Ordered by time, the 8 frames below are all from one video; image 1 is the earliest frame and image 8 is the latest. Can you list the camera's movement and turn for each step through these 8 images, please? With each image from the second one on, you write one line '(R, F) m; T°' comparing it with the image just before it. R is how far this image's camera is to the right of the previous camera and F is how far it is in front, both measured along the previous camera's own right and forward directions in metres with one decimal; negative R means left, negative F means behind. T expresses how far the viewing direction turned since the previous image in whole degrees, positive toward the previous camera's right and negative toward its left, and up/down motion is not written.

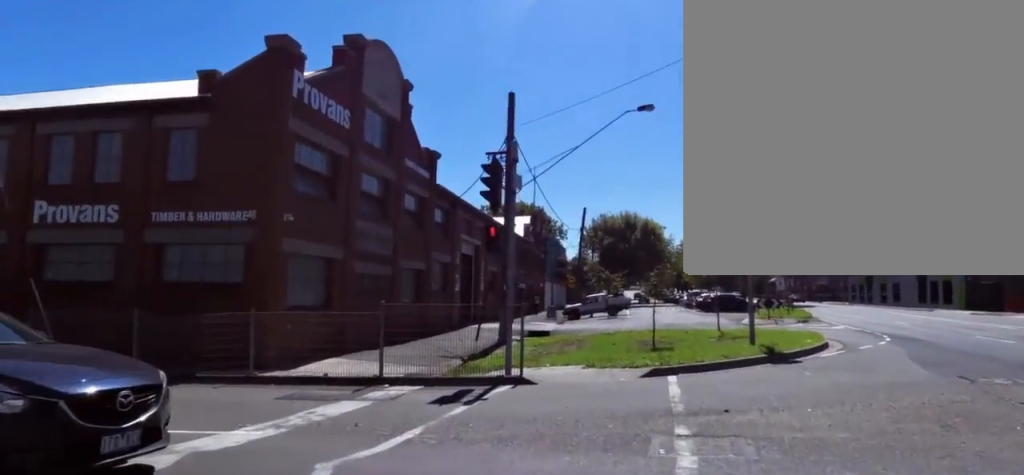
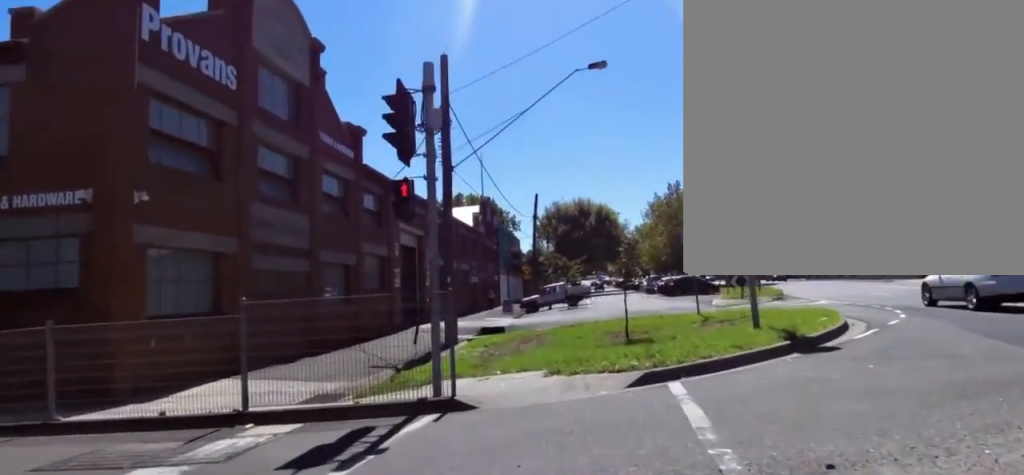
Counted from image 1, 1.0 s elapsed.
(-0.5, +4.4) m; -2°
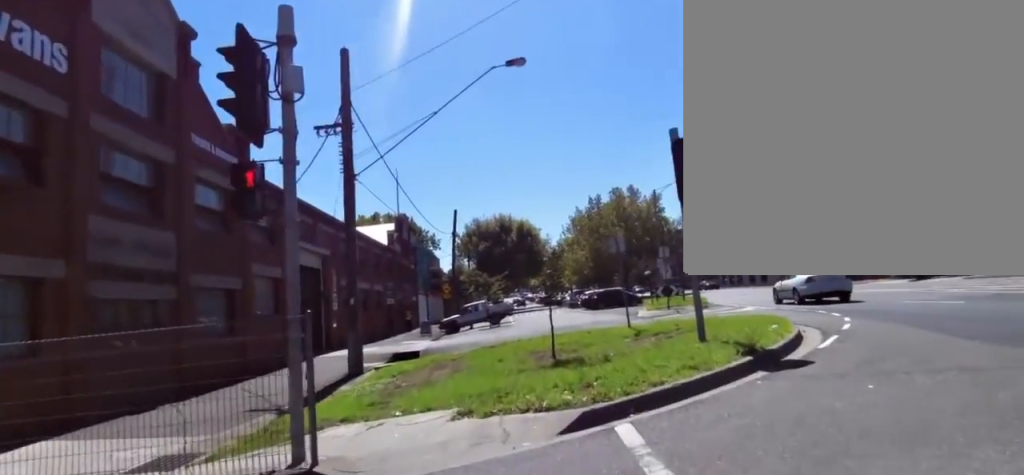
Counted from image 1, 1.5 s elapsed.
(+1.0, +2.3) m; -1°
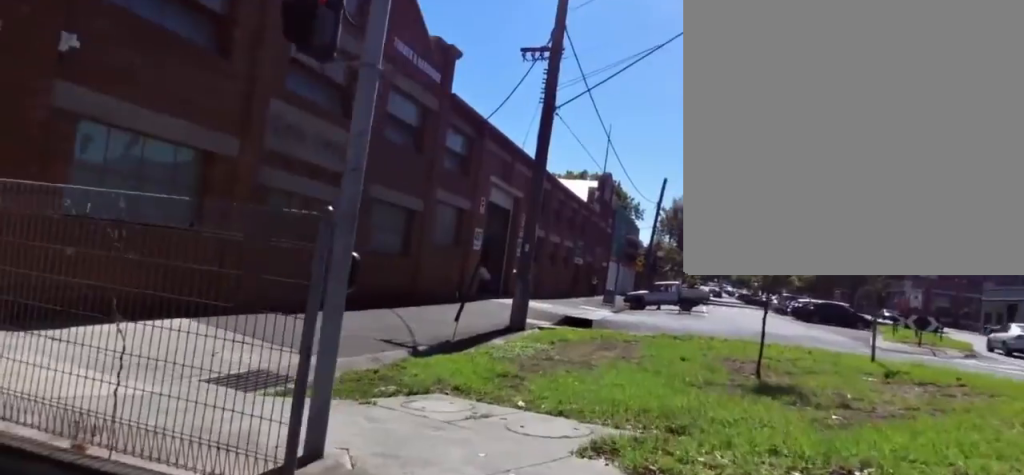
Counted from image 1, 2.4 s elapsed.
(-1.3, +4.2) m; -15°
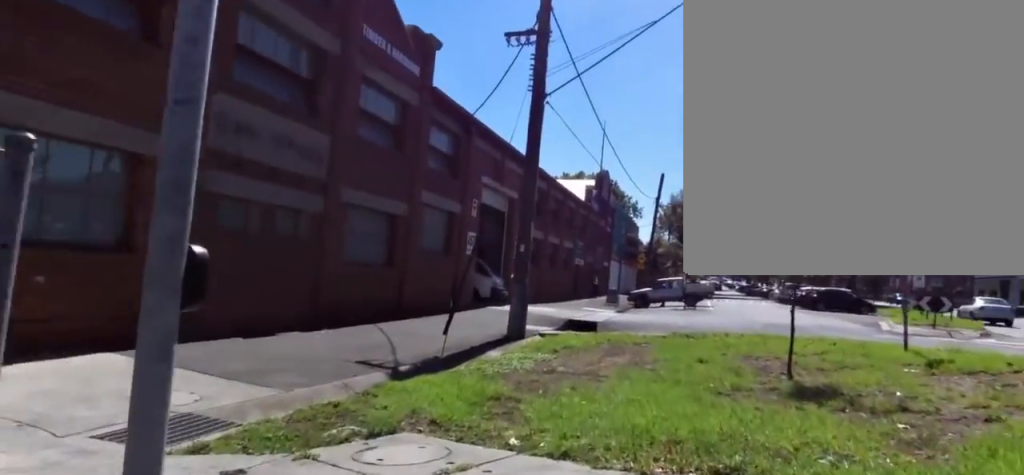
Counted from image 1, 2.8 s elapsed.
(-0.1, +1.6) m; -7°
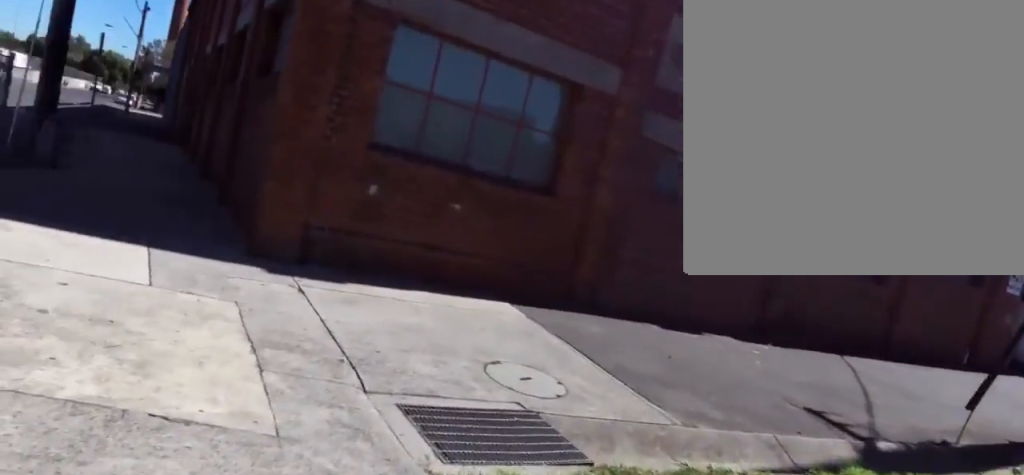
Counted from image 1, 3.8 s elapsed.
(-0.1, +1.5) m; -15°
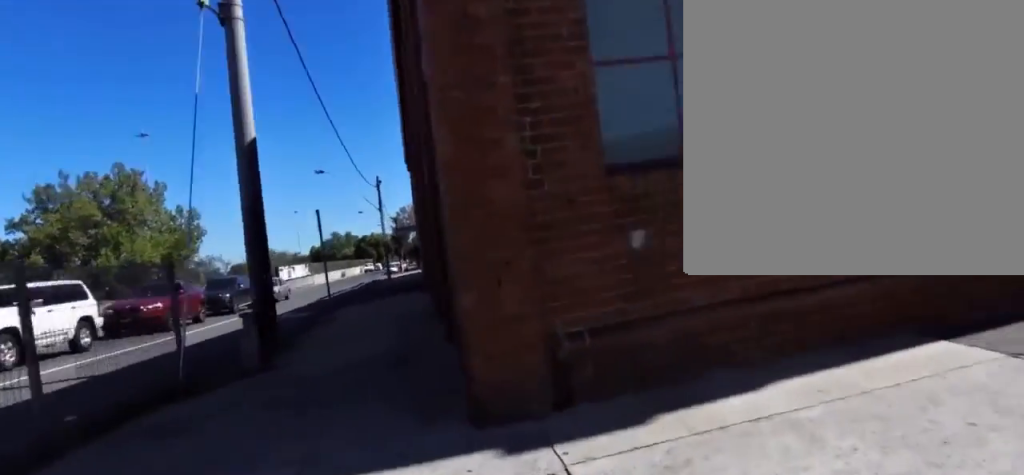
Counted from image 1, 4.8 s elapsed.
(-0.4, +2.4) m; -14°
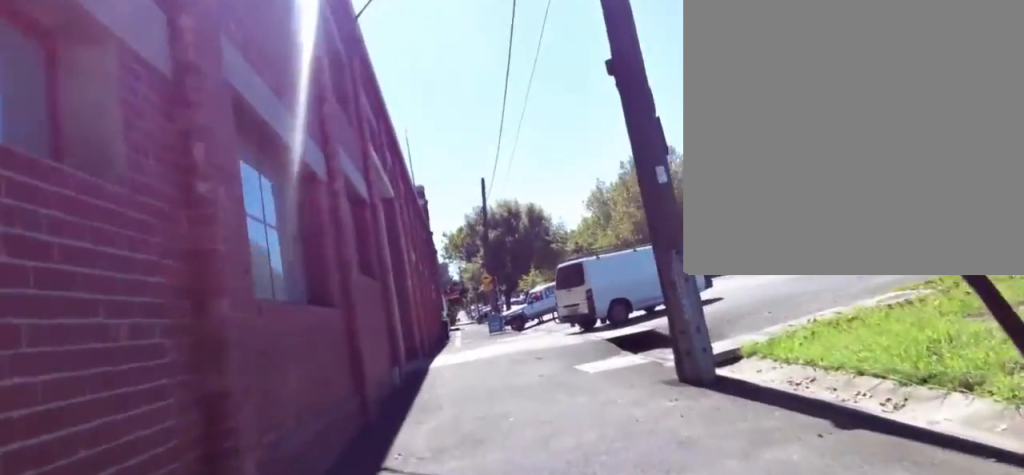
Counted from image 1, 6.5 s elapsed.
(+2.2, +4.5) m; +50°
